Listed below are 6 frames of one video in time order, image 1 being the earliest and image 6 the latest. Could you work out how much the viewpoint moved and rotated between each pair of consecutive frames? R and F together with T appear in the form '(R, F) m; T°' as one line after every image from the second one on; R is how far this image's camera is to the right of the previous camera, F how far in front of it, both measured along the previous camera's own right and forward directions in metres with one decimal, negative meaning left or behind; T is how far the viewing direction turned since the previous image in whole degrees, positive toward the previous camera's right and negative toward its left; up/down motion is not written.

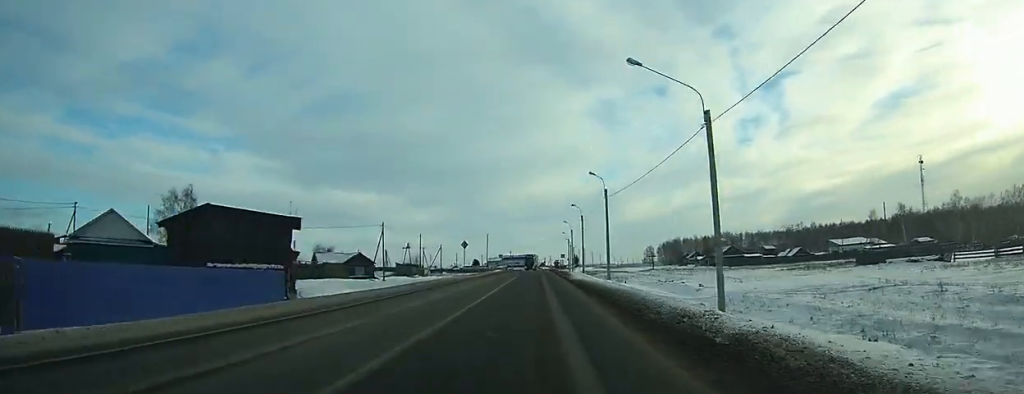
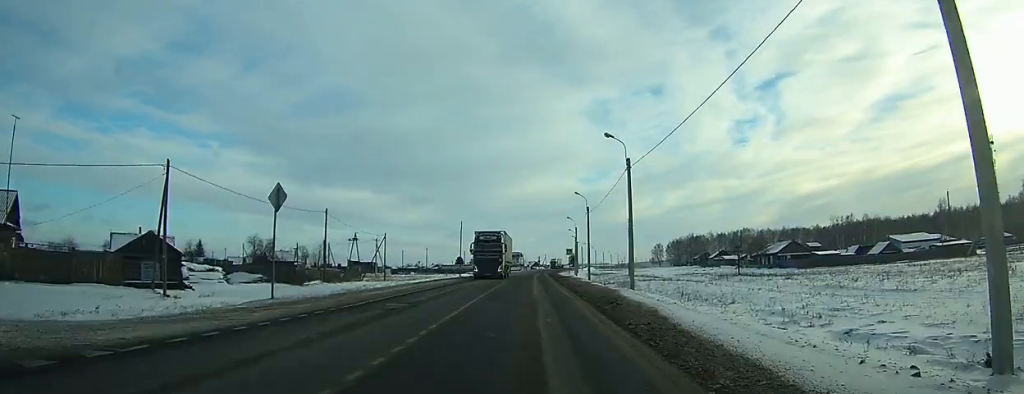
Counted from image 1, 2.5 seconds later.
(+0.3, +42.4) m; 0°
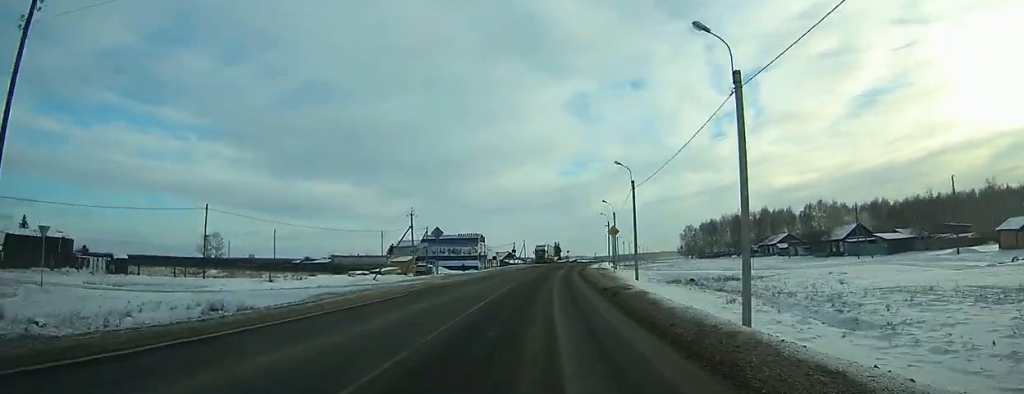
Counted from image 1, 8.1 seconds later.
(-0.3, +103.9) m; +2°
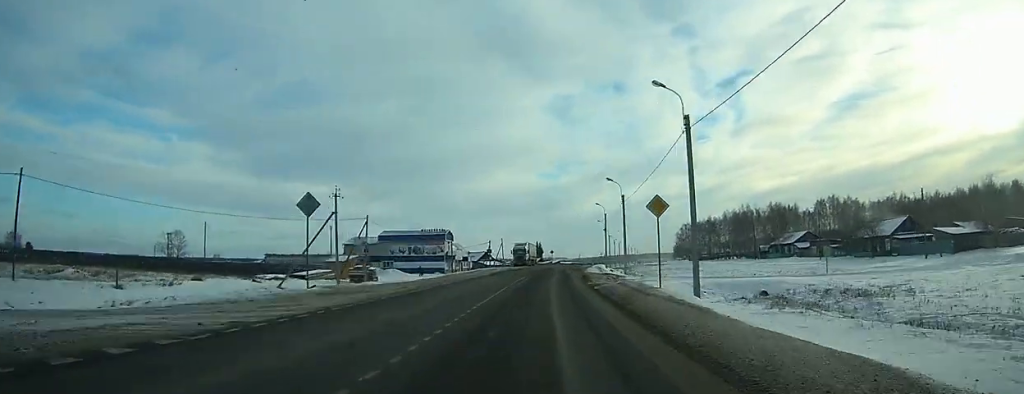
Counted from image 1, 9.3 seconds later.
(+0.3, +24.5) m; +1°
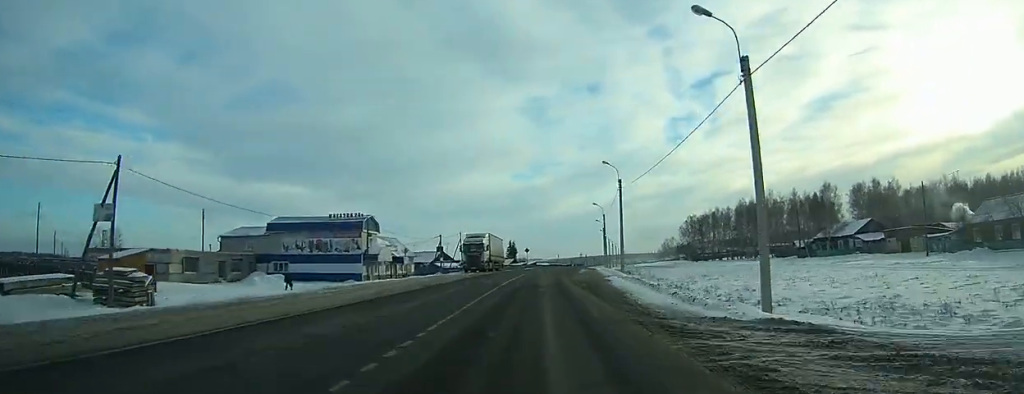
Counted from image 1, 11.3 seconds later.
(+0.9, +42.2) m; +2°
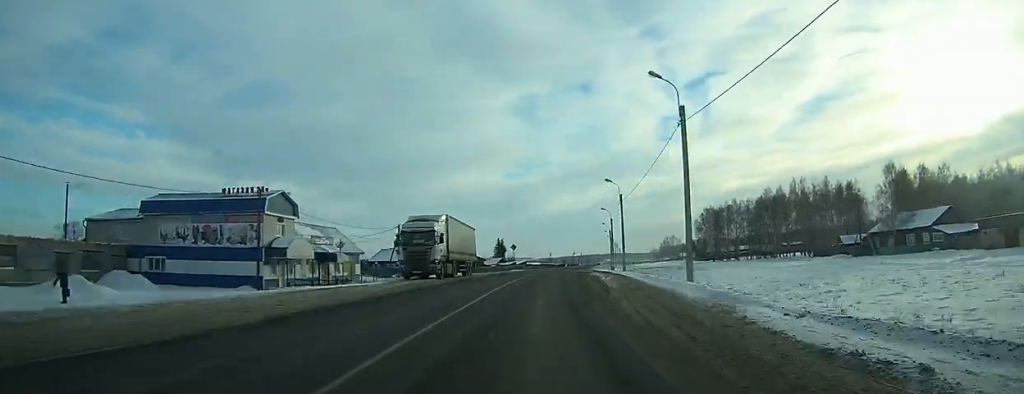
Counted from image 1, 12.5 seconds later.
(+0.2, +27.2) m; +1°
